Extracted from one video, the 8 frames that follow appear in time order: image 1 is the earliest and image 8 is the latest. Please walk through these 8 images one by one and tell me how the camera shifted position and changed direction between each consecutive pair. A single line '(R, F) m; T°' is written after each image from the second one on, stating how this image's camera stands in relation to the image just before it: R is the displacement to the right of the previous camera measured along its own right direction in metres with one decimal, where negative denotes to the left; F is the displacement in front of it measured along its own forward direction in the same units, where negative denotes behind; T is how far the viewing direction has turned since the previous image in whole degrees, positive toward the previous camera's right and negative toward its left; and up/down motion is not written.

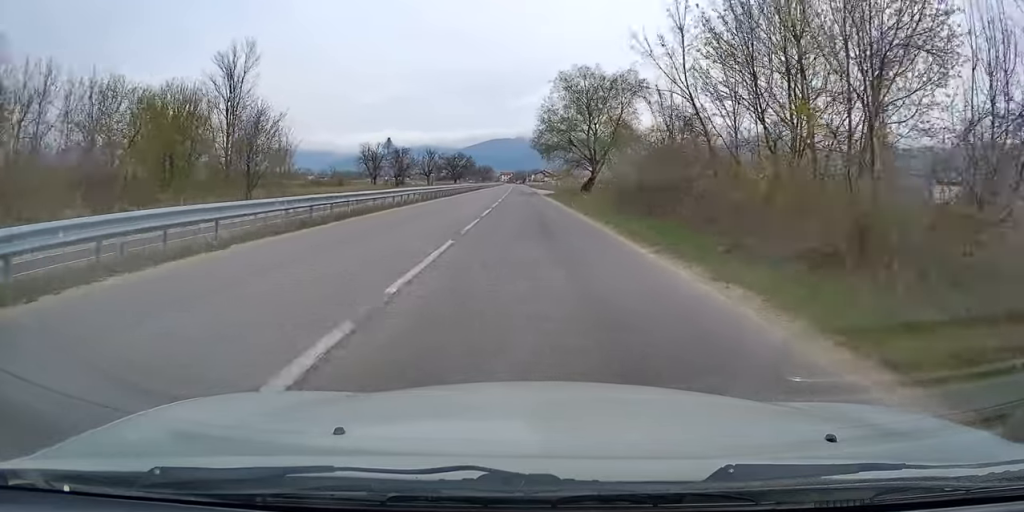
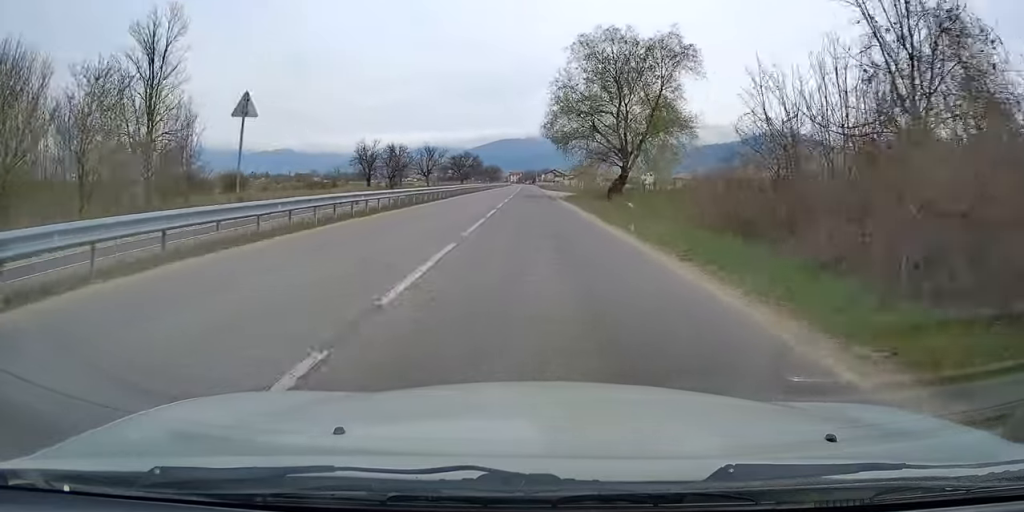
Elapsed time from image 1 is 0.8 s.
(-0.1, +16.2) m; -1°
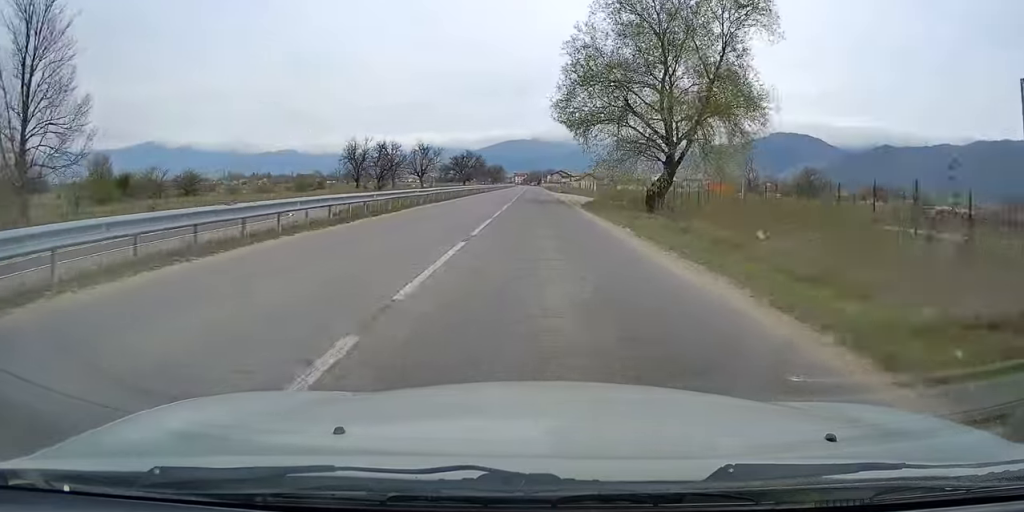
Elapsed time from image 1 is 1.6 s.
(-0.1, +15.0) m; 0°
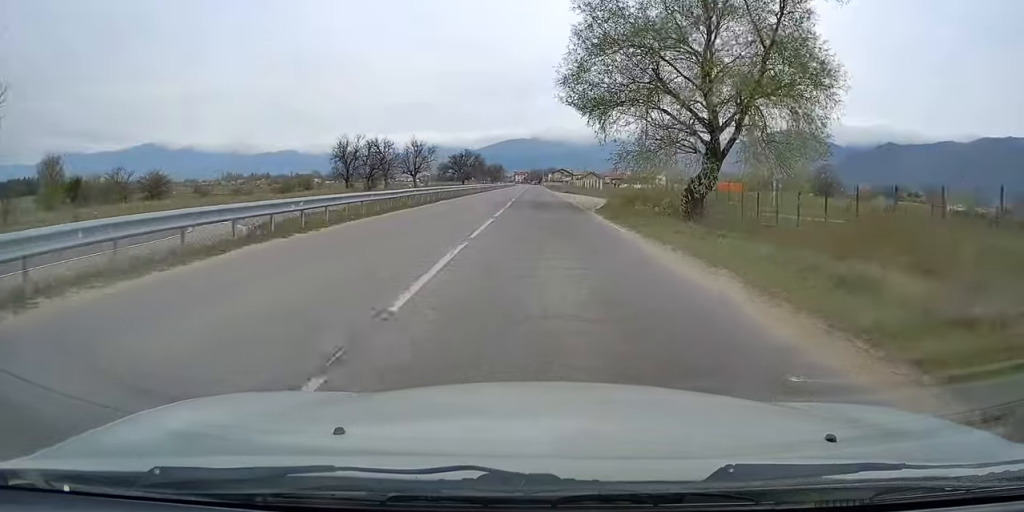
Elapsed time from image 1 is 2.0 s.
(0.0, +8.5) m; 0°
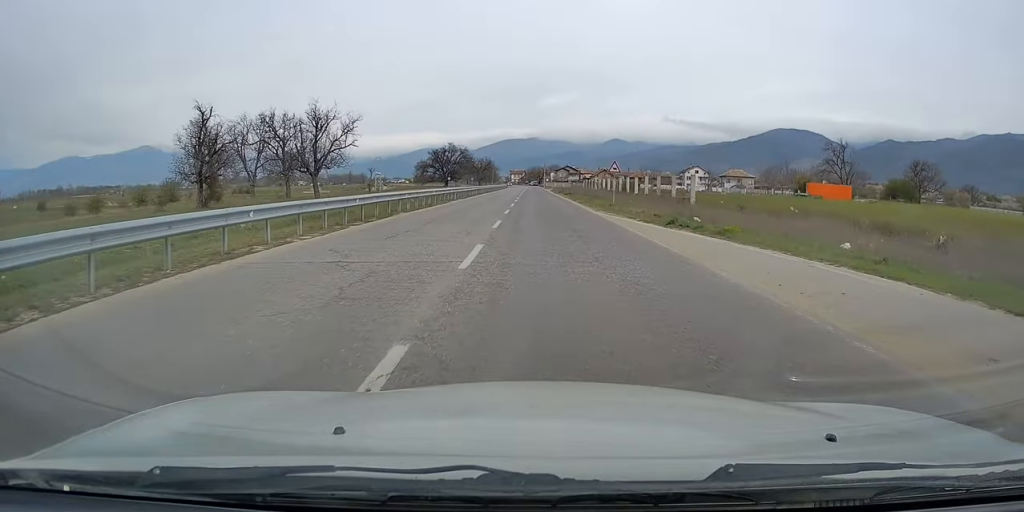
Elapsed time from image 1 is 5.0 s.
(+0.2, +59.0) m; +1°
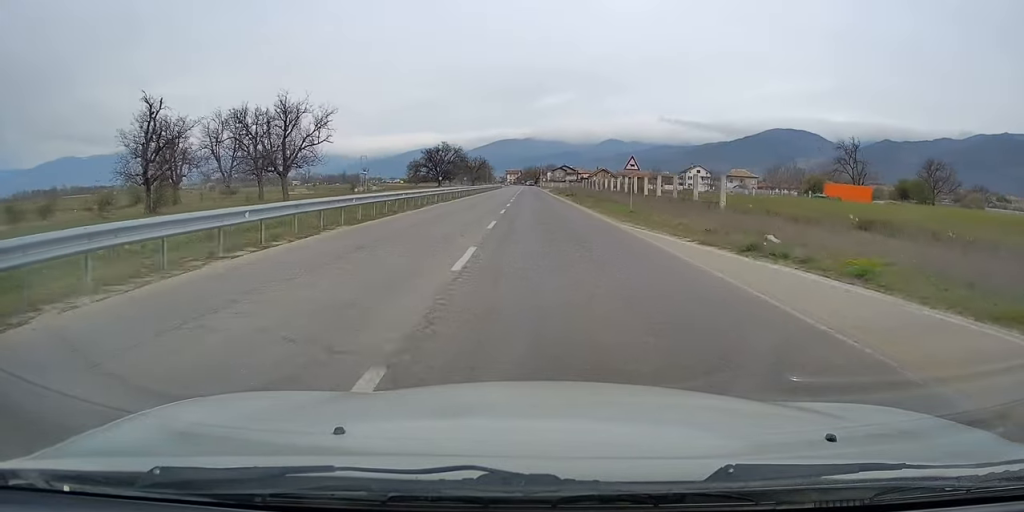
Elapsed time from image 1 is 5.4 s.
(0.0, +7.9) m; 0°
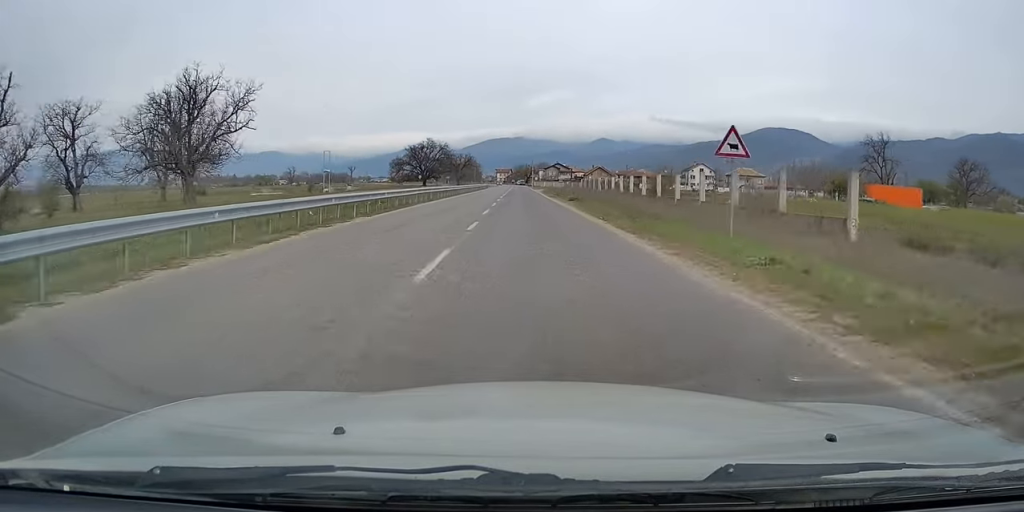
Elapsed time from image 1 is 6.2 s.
(0.0, +16.5) m; 0°
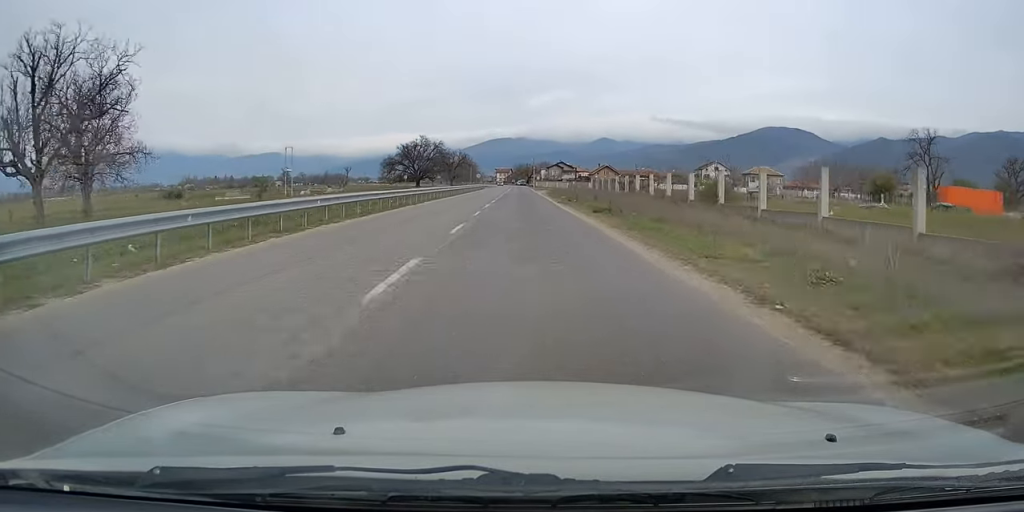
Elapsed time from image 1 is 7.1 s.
(+0.1, +16.5) m; 0°
